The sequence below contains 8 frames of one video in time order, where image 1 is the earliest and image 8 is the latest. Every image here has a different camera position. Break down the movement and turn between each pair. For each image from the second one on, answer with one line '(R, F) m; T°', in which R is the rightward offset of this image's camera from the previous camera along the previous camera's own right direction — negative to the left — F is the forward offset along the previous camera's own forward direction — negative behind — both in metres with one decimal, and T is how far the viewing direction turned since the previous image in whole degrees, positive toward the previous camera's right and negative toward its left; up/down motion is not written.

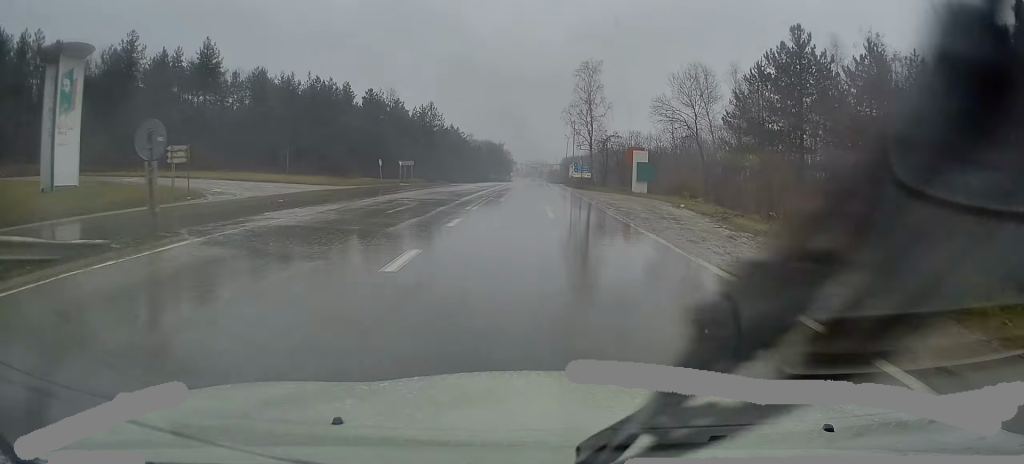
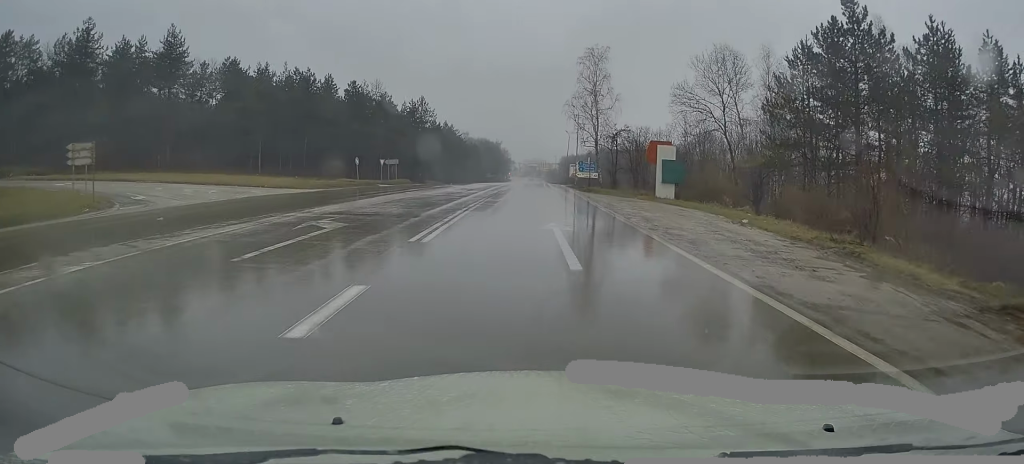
(-0.1, +9.0) m; 0°
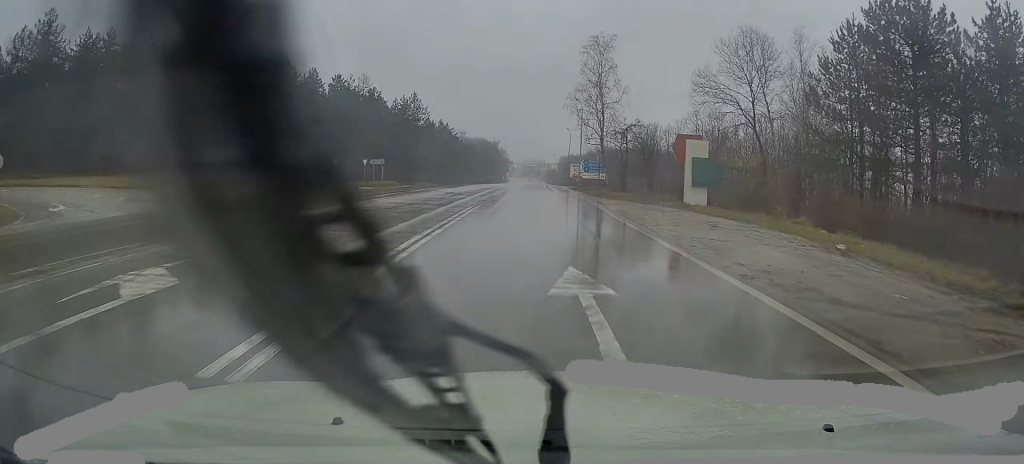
(-0.1, +6.8) m; +1°
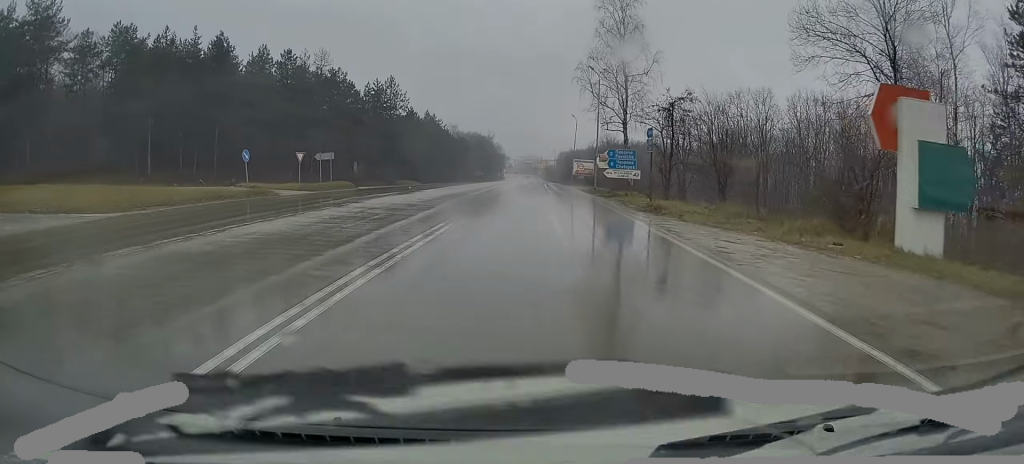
(+0.4, +17.7) m; +3°
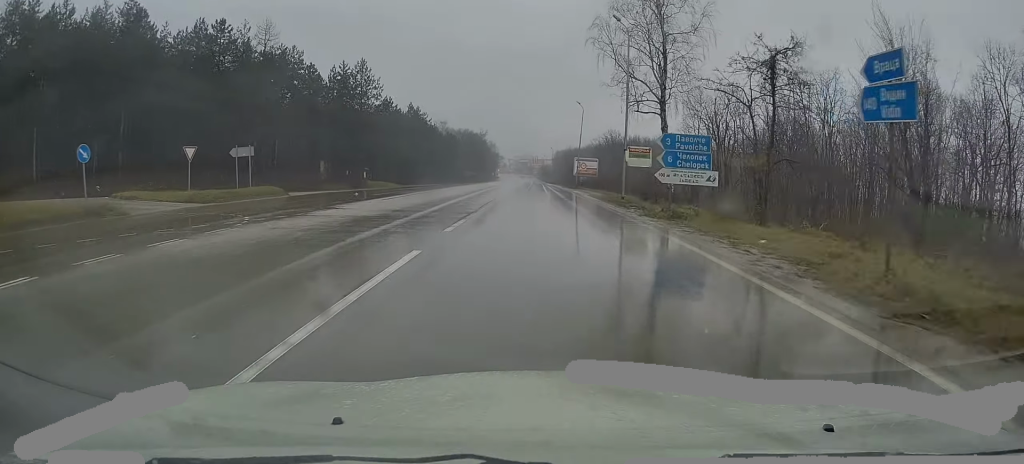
(+0.3, +15.6) m; 0°
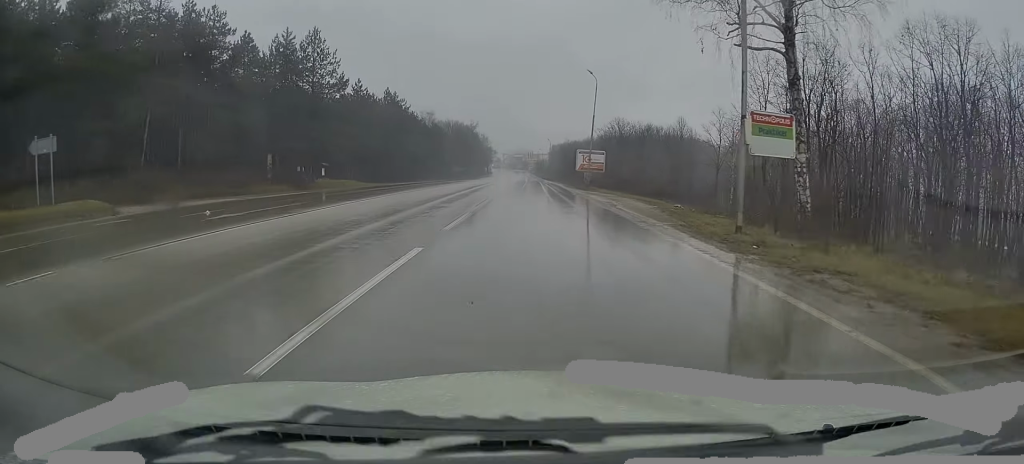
(-0.2, +17.7) m; -1°
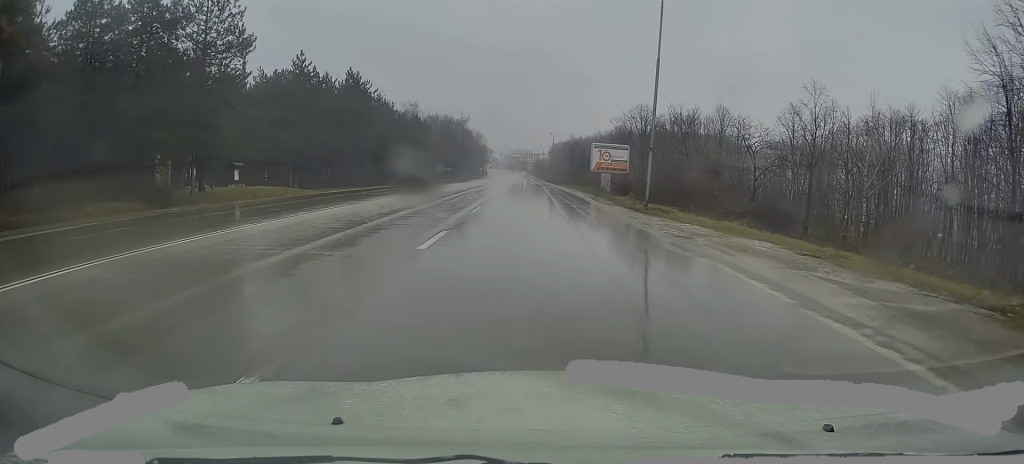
(0.0, +24.0) m; 0°
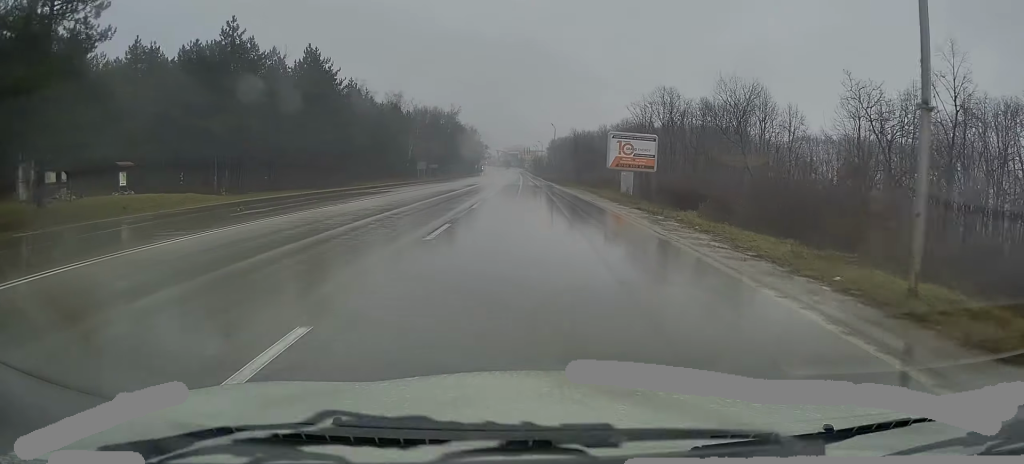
(0.0, +17.1) m; 0°
